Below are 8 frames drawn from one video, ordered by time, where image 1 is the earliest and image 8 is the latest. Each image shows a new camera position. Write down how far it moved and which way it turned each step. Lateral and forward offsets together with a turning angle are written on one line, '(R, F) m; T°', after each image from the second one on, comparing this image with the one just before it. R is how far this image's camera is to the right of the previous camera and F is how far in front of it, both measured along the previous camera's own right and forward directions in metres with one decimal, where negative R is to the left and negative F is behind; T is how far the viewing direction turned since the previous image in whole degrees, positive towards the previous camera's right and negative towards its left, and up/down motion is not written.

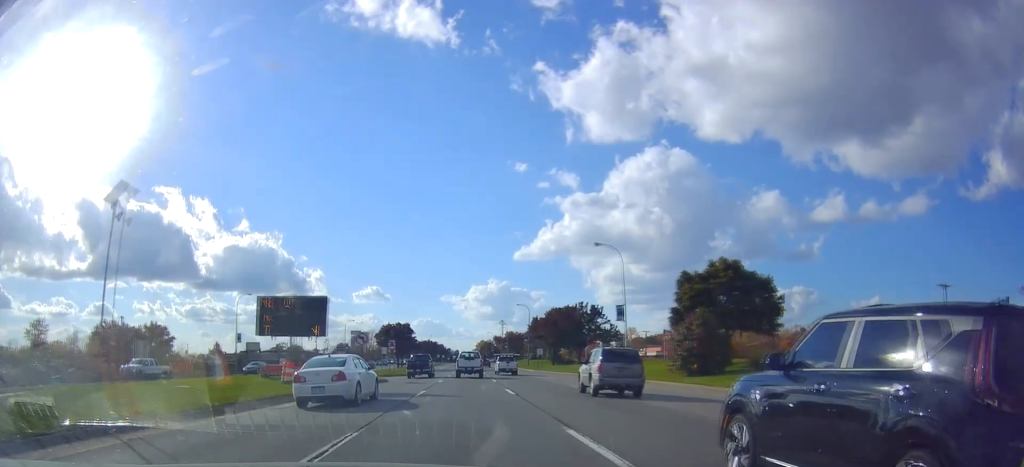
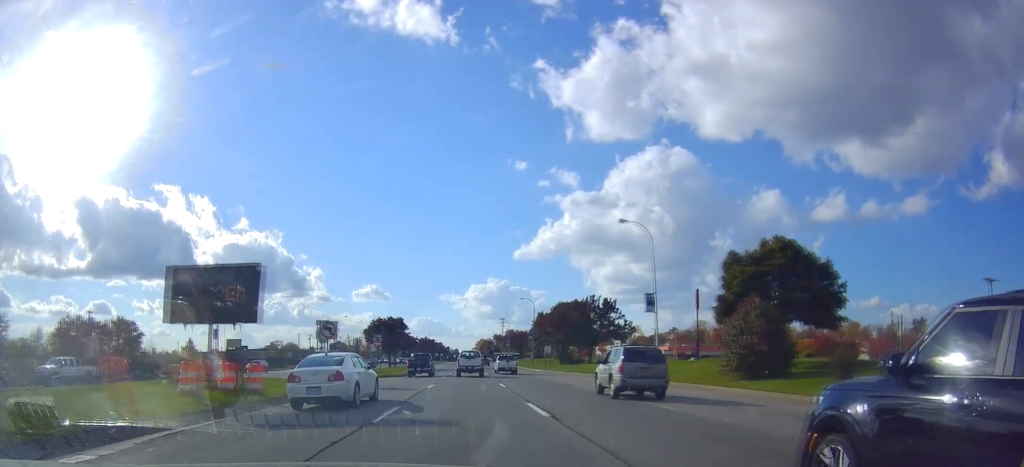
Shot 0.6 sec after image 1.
(-0.1, +8.9) m; +1°
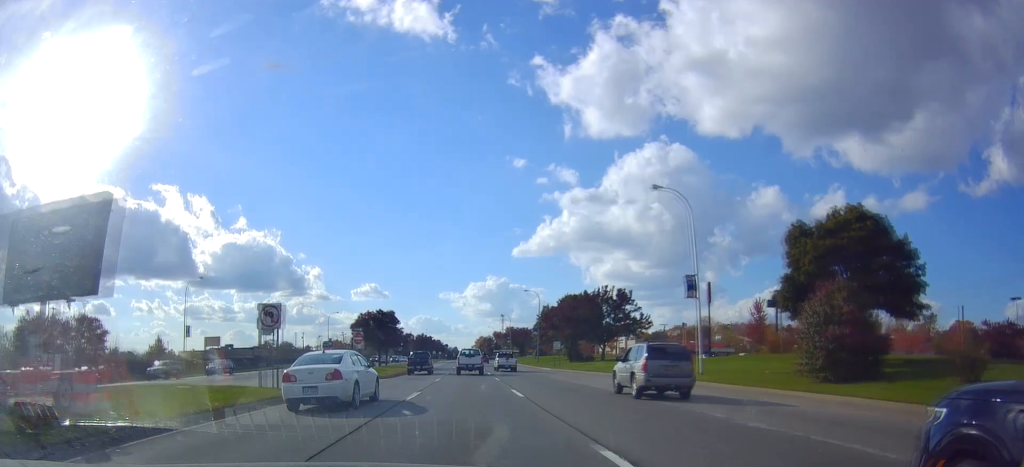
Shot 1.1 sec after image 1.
(+0.3, +8.8) m; 0°
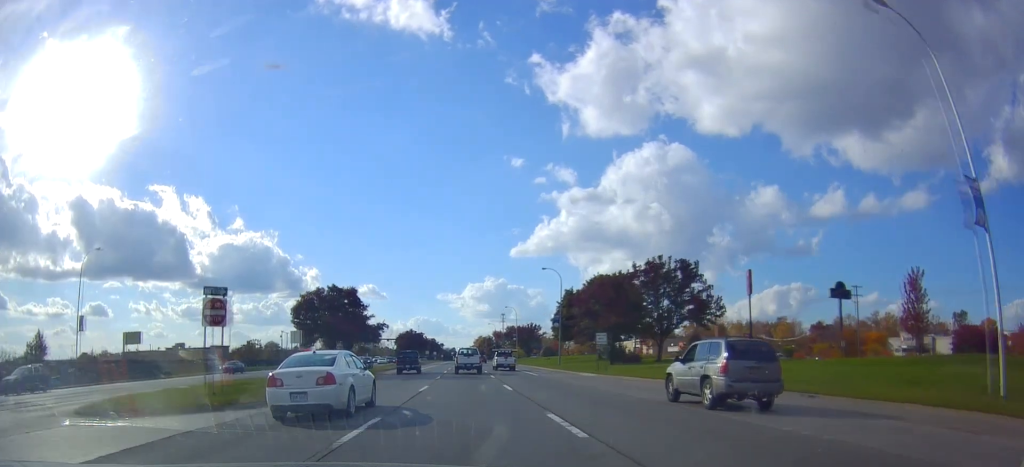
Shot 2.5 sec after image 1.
(-0.3, +24.1) m; 0°
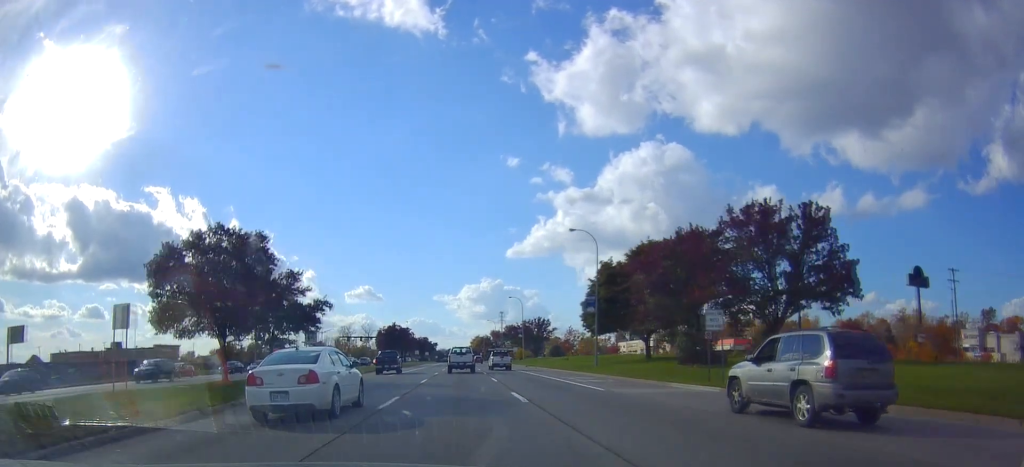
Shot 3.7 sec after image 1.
(+0.7, +22.8) m; +2°
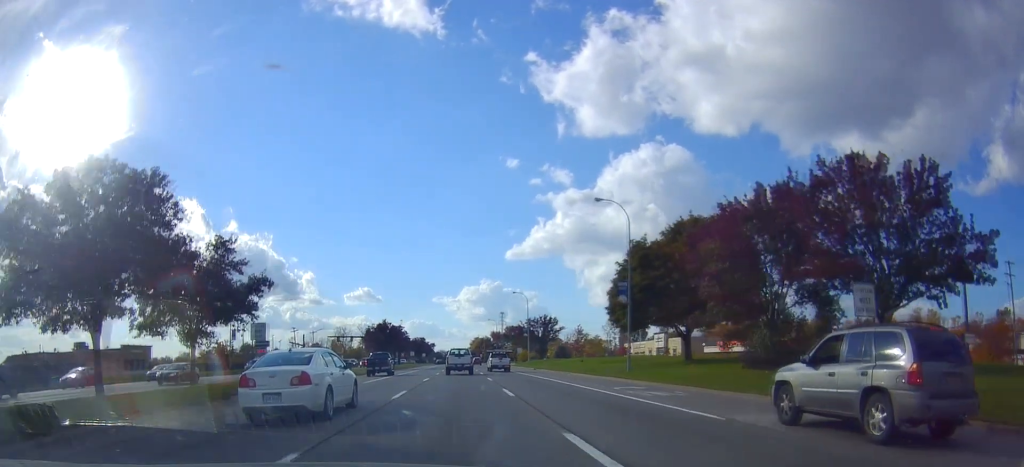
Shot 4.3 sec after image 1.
(0.0, +10.7) m; 0°
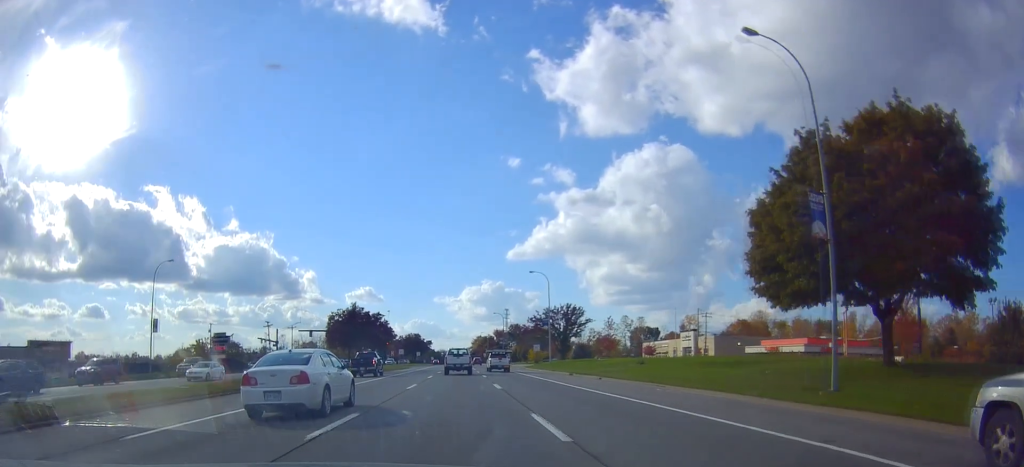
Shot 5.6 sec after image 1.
(-0.1, +24.5) m; -2°
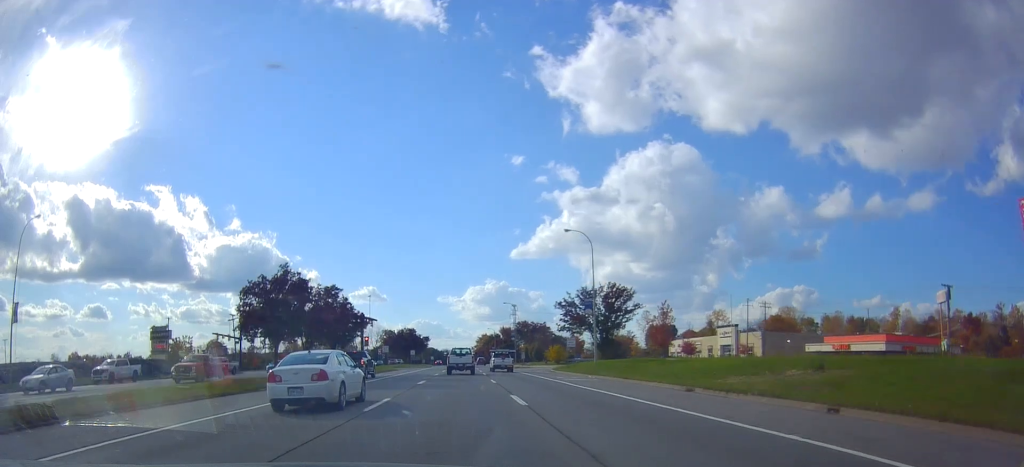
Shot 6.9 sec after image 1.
(-0.3, +25.6) m; 0°
